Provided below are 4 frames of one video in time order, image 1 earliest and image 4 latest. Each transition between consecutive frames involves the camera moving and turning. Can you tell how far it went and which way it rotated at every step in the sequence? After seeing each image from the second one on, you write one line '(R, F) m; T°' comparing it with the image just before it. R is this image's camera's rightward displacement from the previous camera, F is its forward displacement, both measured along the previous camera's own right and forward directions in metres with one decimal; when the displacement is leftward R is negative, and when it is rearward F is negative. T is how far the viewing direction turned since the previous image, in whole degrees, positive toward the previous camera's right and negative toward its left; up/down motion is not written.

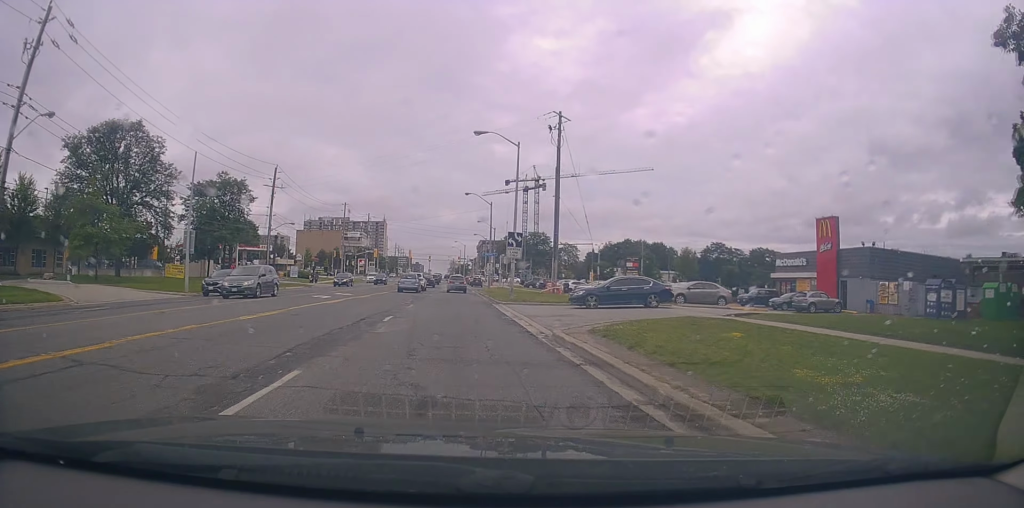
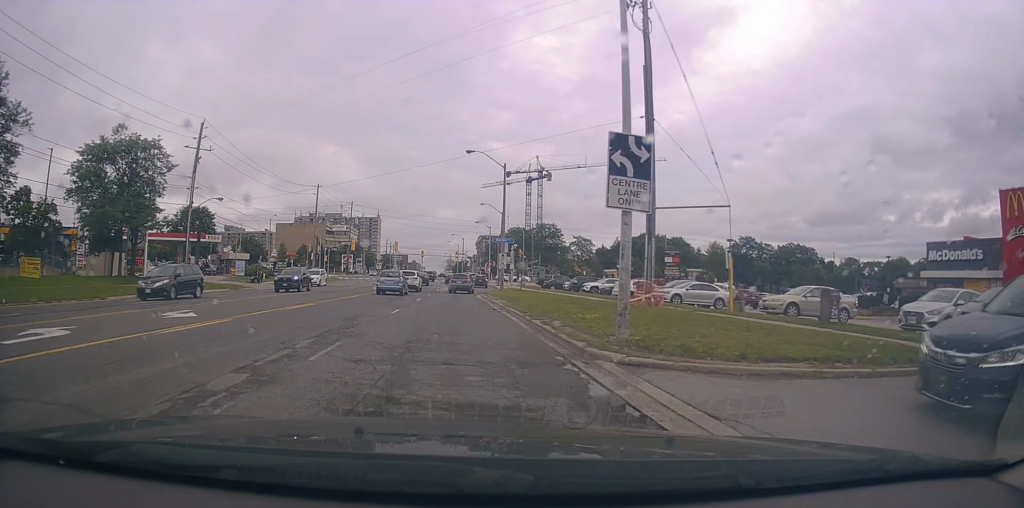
(-0.4, +21.7) m; -2°
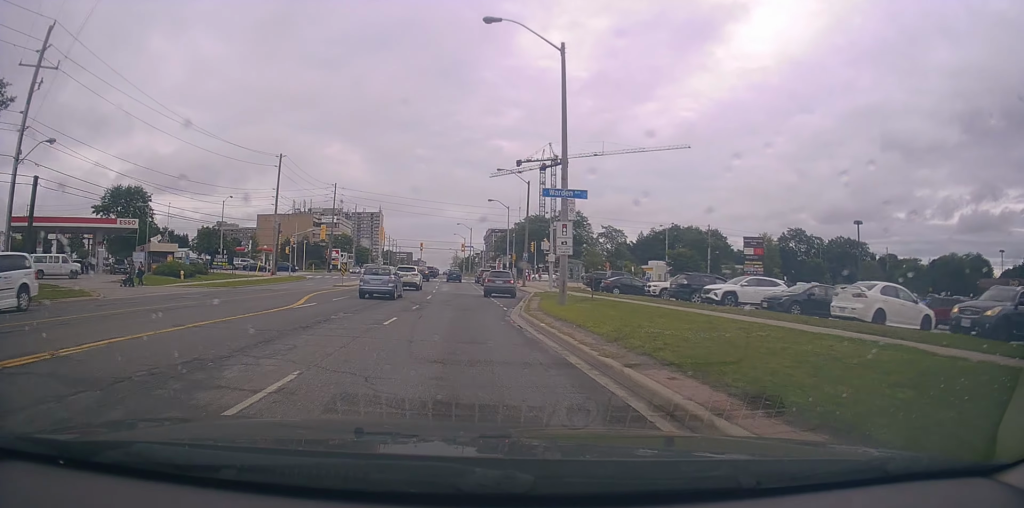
(+0.2, +24.2) m; -1°
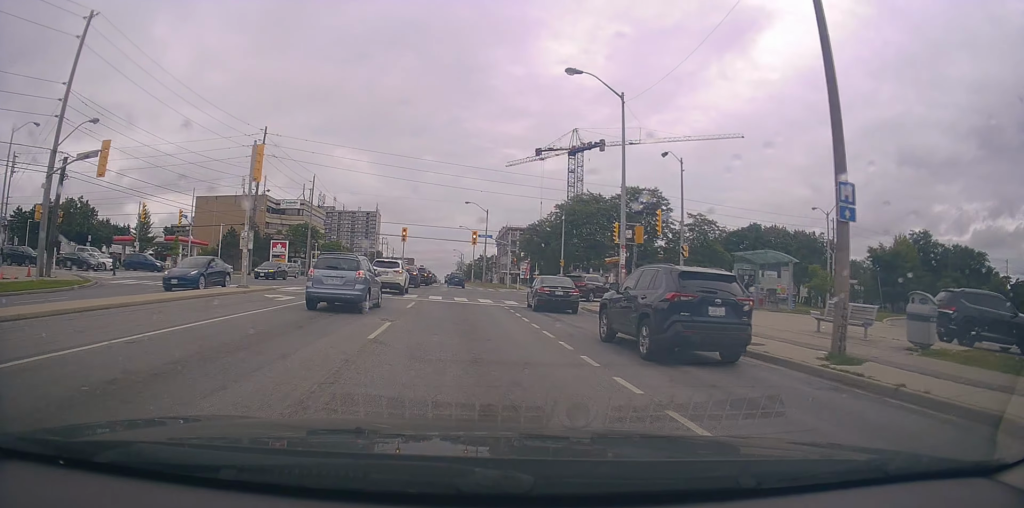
(-0.5, +44.1) m; -2°
